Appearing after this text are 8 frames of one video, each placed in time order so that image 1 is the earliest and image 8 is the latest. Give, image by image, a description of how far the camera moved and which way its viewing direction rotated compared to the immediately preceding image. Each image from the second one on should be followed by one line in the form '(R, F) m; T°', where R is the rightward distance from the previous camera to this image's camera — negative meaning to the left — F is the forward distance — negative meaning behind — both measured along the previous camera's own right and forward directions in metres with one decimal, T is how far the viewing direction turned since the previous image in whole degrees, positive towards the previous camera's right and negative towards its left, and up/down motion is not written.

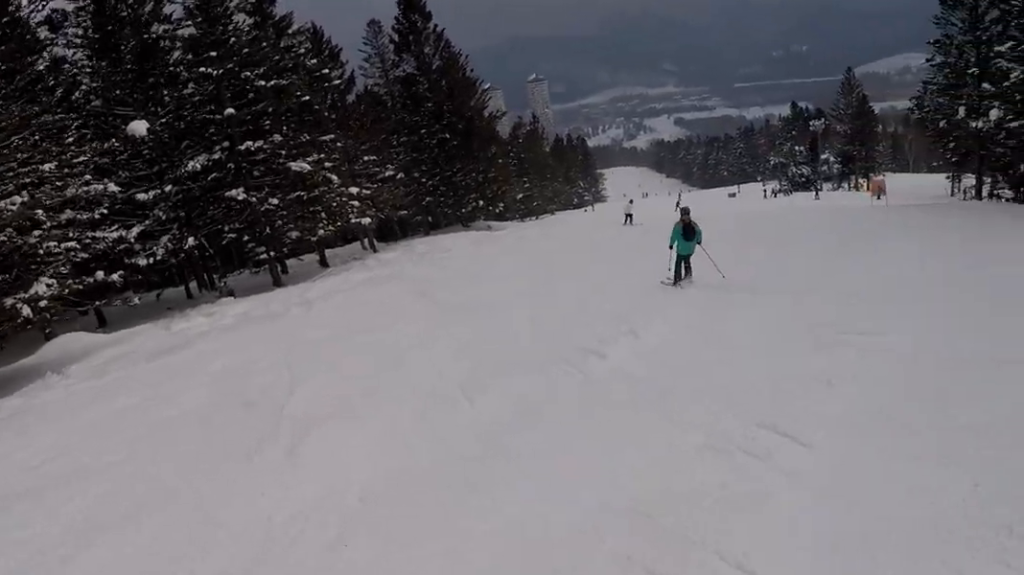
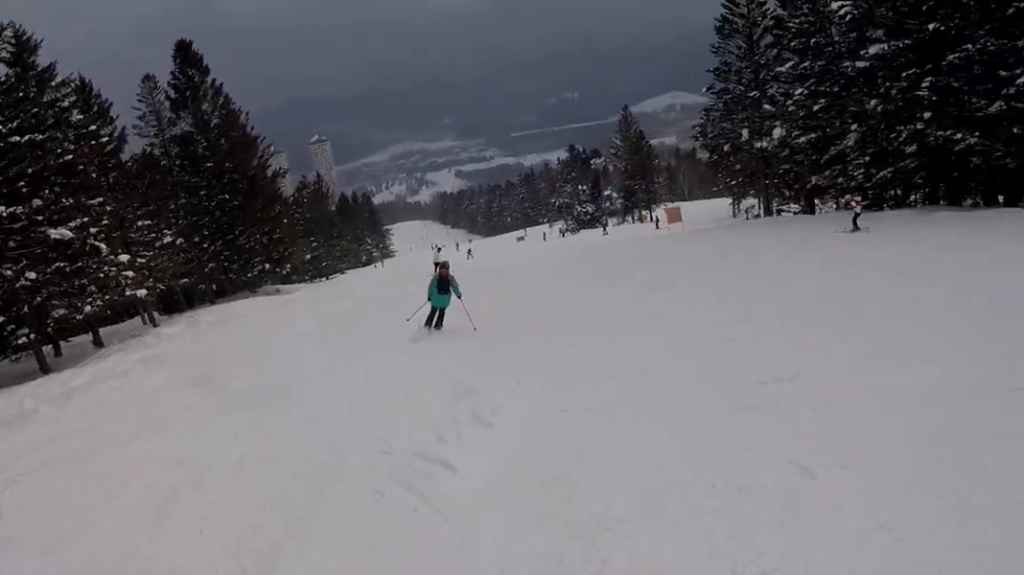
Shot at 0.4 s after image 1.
(-0.2, +2.2) m; +14°
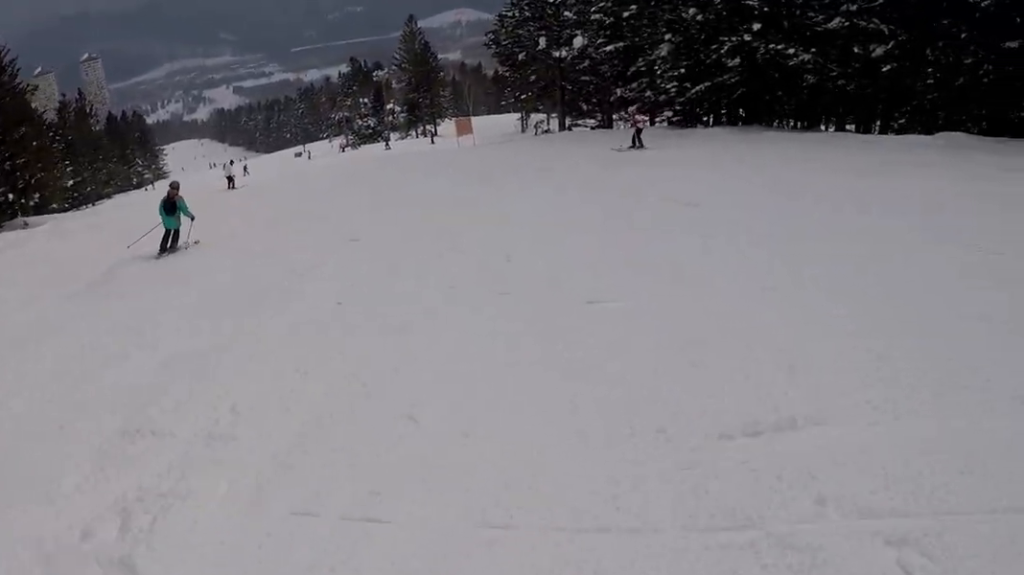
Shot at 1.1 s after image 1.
(+1.3, +3.4) m; +26°
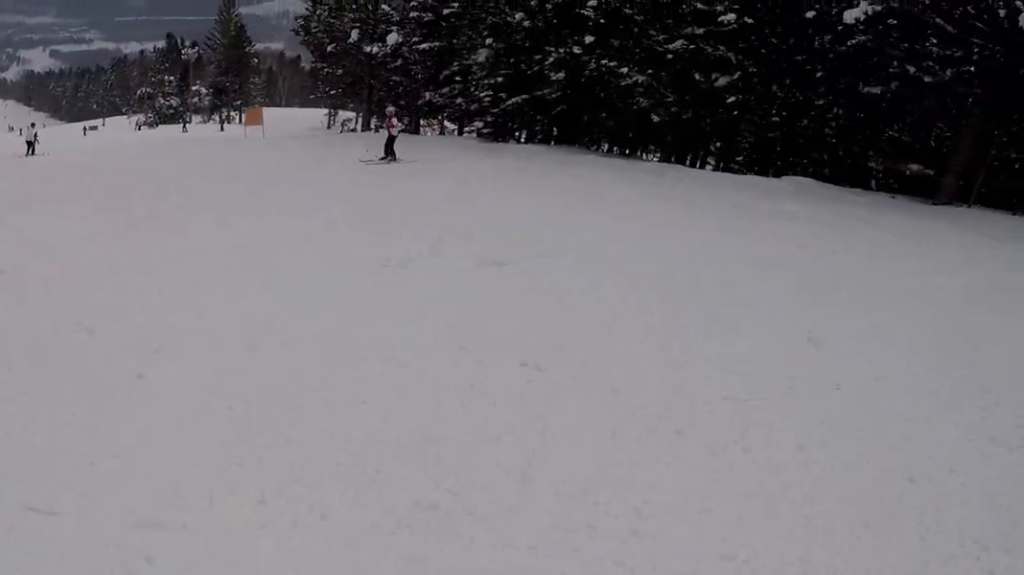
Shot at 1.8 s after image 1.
(+1.0, +3.7) m; +19°
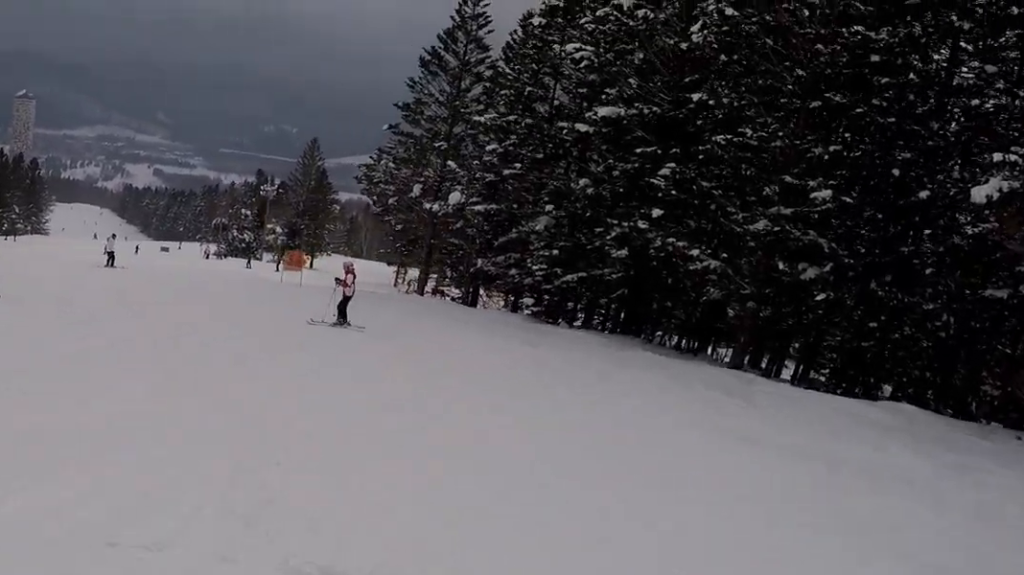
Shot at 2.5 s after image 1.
(+0.6, +3.8) m; +7°
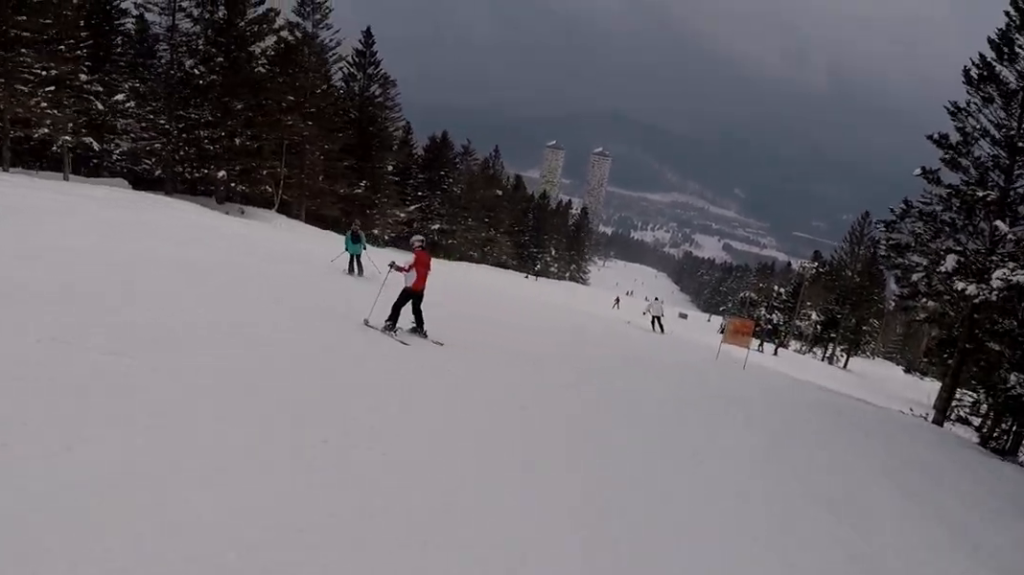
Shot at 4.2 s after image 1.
(-3.3, +7.9) m; -53°
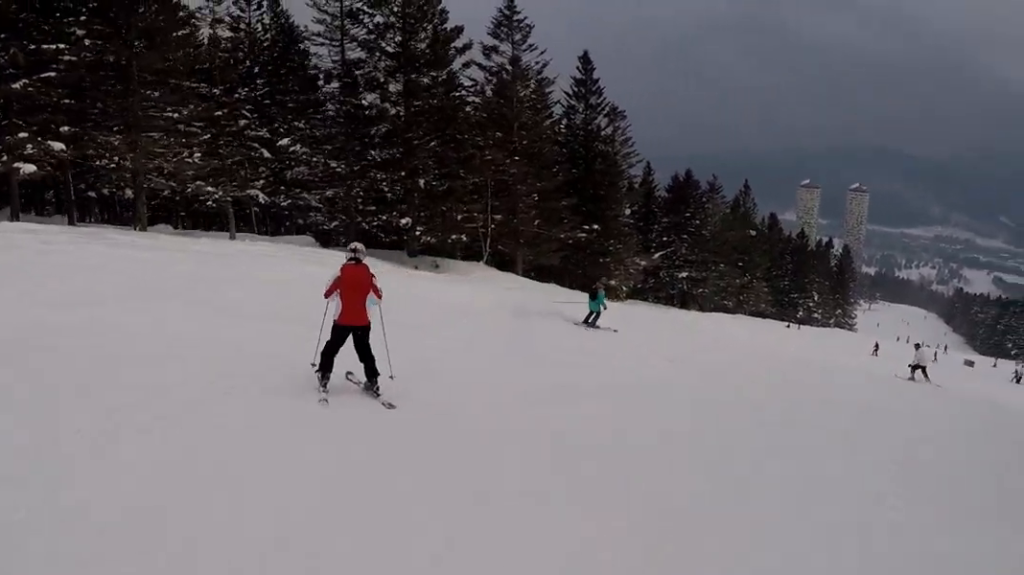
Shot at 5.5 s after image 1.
(-2.0, +7.5) m; -20°
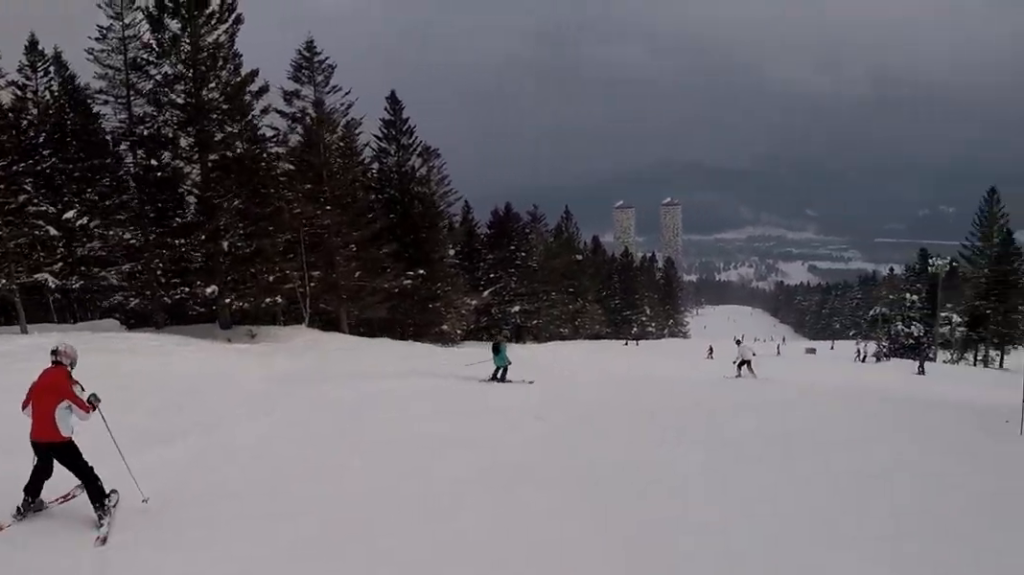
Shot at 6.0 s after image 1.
(-0.3, +2.8) m; +6°
